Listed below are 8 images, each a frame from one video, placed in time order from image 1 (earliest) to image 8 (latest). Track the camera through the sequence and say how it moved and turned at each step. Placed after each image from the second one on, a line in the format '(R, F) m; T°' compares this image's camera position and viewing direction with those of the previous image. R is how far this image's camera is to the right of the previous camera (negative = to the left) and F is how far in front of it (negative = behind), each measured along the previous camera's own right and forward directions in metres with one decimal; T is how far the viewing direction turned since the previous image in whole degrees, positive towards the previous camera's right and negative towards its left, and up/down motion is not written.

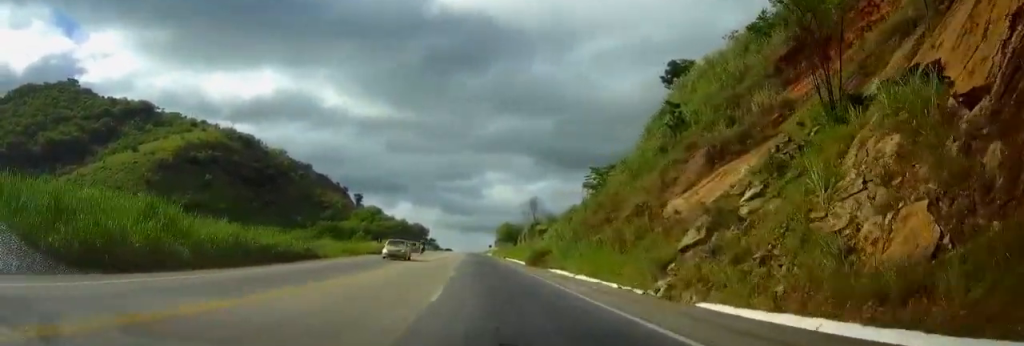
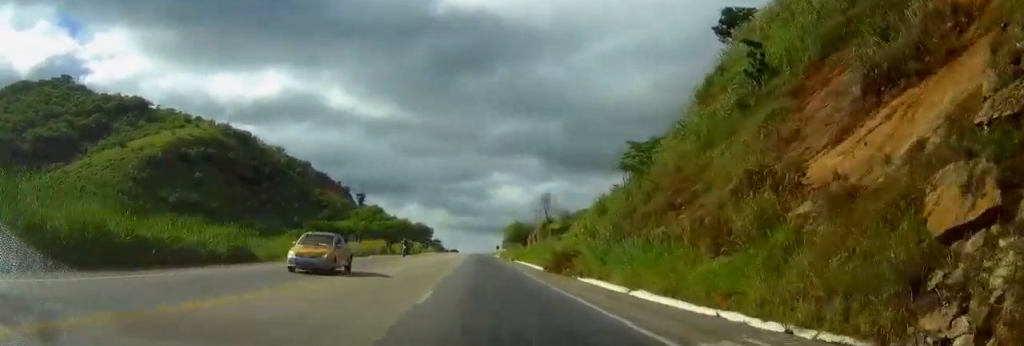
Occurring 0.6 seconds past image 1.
(-0.2, +14.0) m; -1°
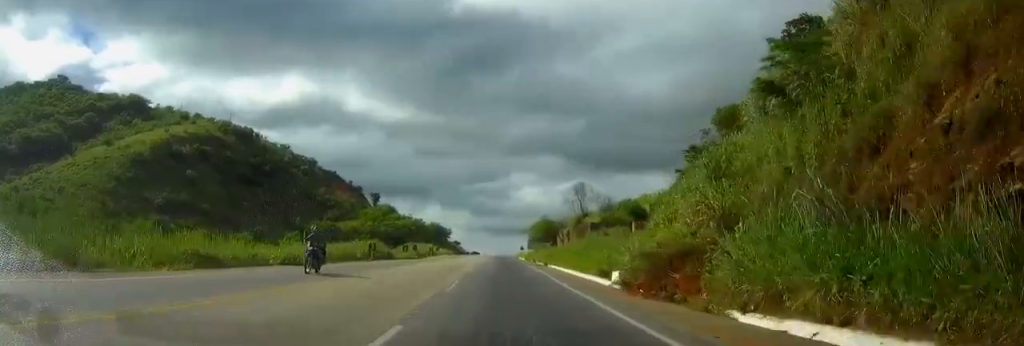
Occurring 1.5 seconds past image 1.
(-0.2, +20.3) m; 0°
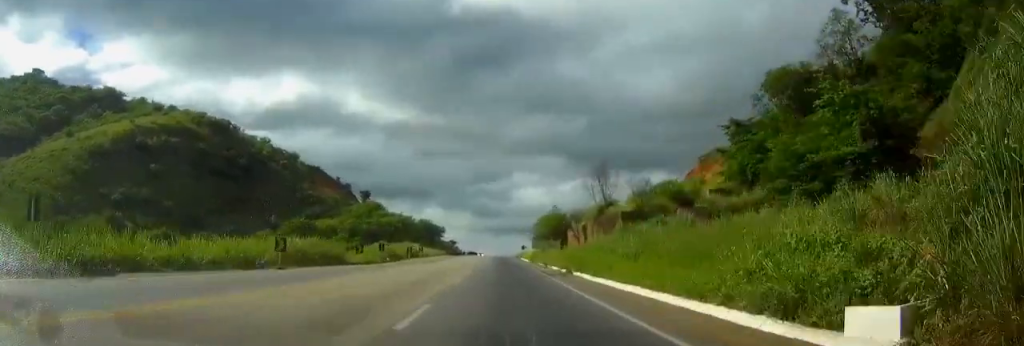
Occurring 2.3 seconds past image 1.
(0.0, +20.7) m; 0°
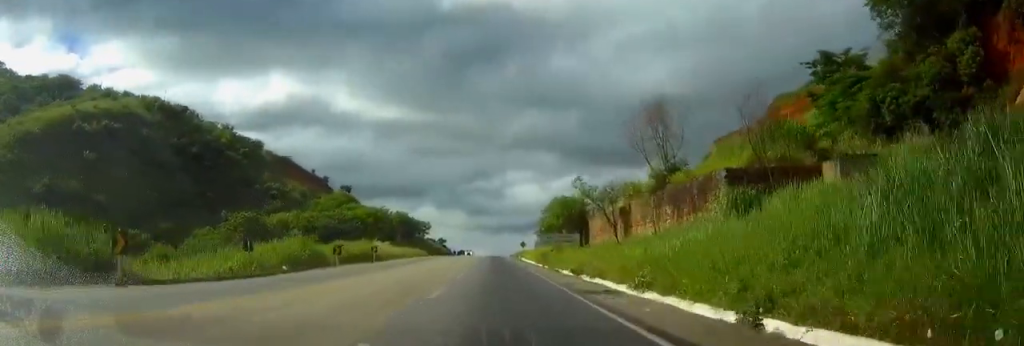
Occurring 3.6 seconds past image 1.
(0.0, +30.7) m; 0°
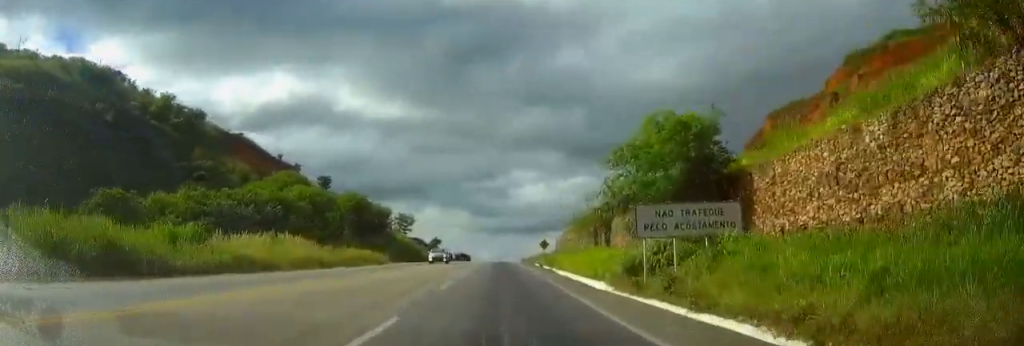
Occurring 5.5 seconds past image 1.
(0.0, +46.2) m; 0°
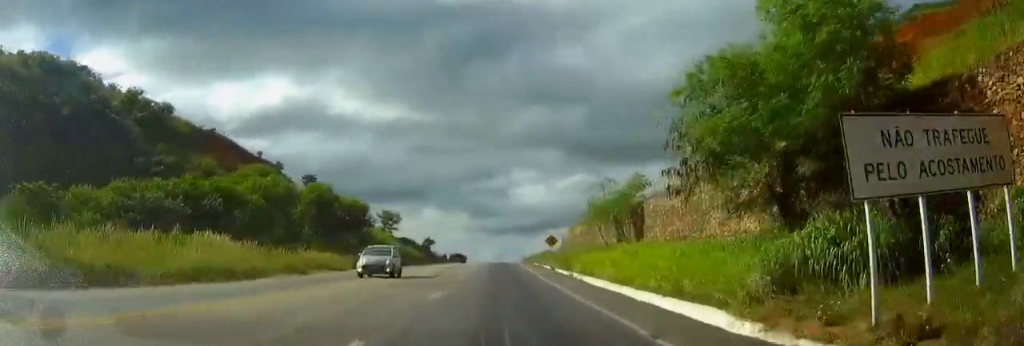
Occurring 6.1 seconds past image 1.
(0.0, +15.2) m; 0°
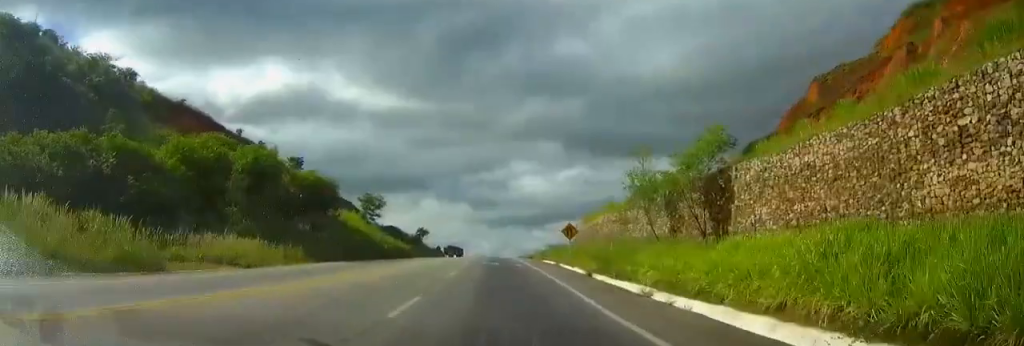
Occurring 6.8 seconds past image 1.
(0.0, +17.8) m; 0°
